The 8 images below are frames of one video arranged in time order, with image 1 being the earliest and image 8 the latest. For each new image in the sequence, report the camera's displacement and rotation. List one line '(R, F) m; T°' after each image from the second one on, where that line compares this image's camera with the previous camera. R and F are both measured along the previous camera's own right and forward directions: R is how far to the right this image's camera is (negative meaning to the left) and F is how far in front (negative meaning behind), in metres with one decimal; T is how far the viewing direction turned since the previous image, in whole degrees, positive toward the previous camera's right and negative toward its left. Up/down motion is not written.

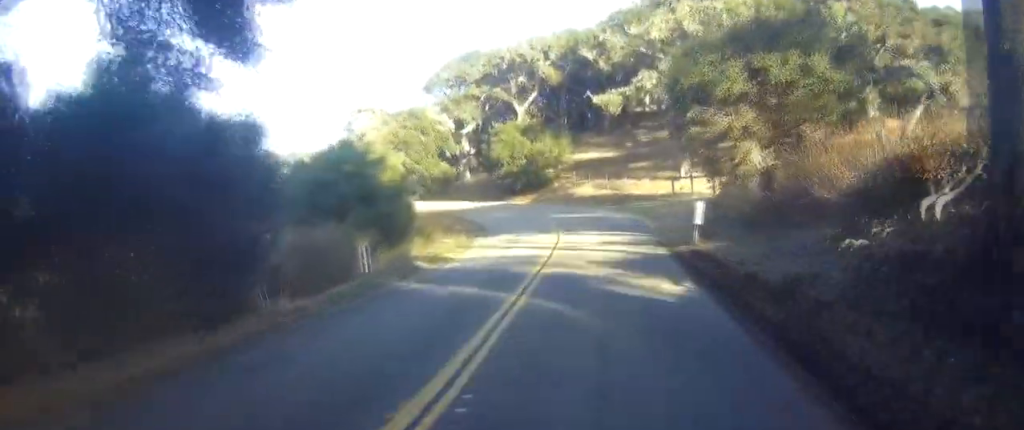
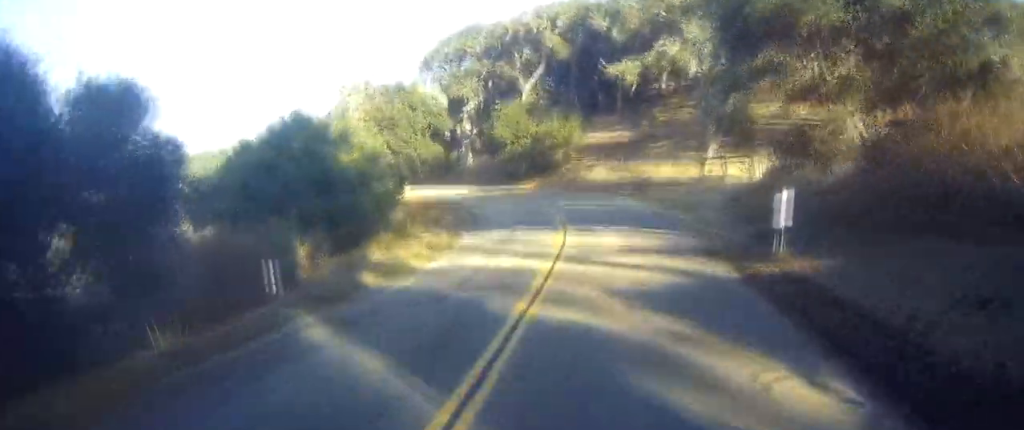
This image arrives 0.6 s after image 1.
(-0.1, +5.9) m; +2°
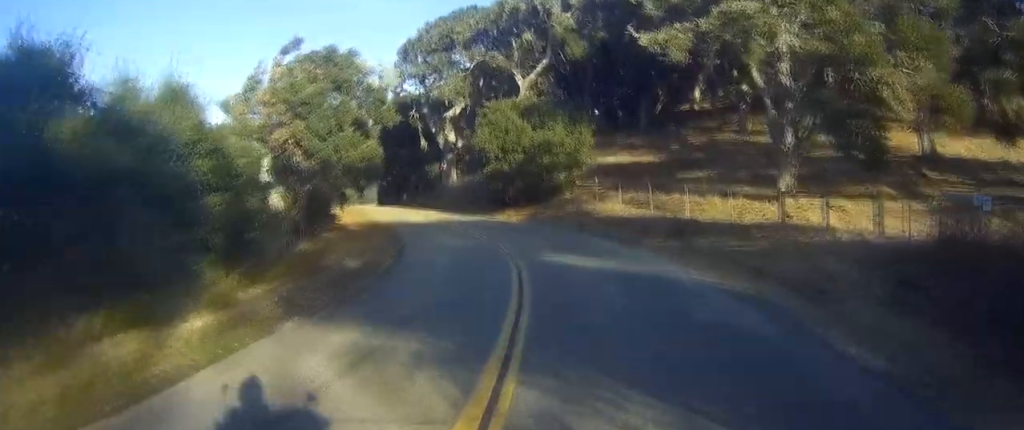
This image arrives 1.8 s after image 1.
(+0.5, +13.6) m; 0°
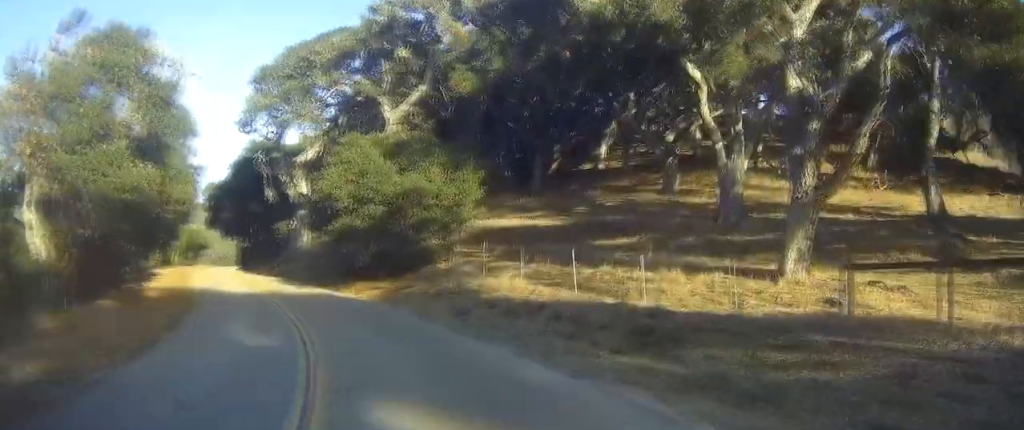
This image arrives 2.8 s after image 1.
(-0.3, +10.7) m; -5°
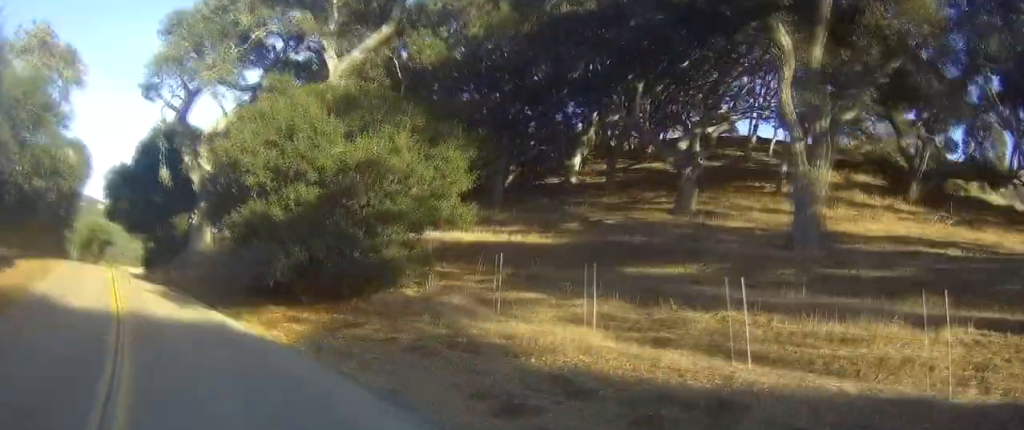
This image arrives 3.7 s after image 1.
(-0.4, +10.8) m; -11°
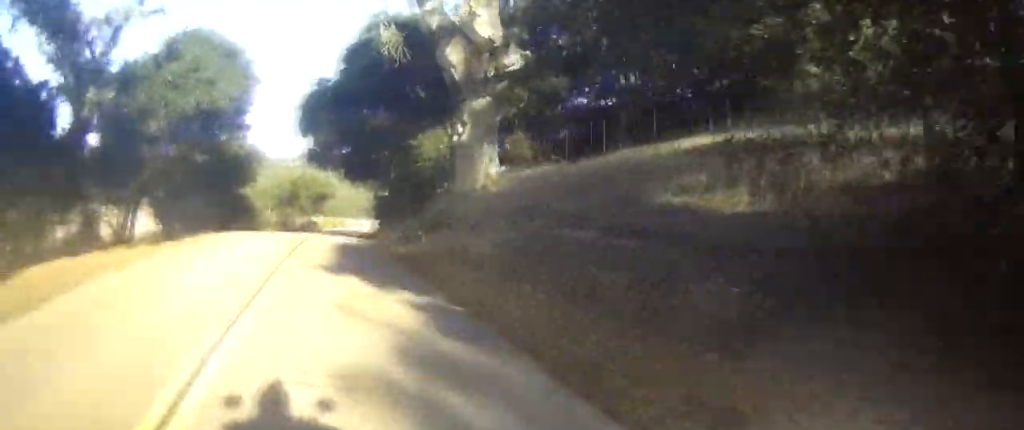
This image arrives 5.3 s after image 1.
(-2.9, +18.3) m; -9°
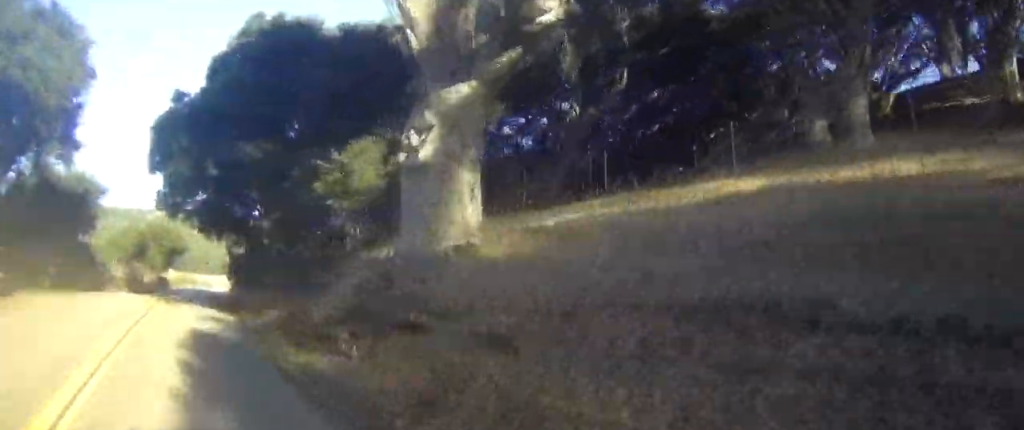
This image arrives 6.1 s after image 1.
(0.0, +10.2) m; +1°
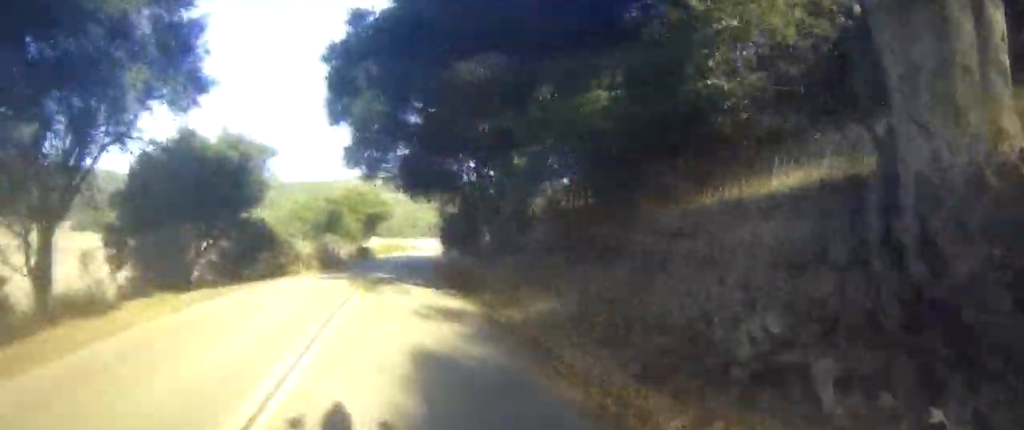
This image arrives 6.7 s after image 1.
(0.0, +7.5) m; +1°
